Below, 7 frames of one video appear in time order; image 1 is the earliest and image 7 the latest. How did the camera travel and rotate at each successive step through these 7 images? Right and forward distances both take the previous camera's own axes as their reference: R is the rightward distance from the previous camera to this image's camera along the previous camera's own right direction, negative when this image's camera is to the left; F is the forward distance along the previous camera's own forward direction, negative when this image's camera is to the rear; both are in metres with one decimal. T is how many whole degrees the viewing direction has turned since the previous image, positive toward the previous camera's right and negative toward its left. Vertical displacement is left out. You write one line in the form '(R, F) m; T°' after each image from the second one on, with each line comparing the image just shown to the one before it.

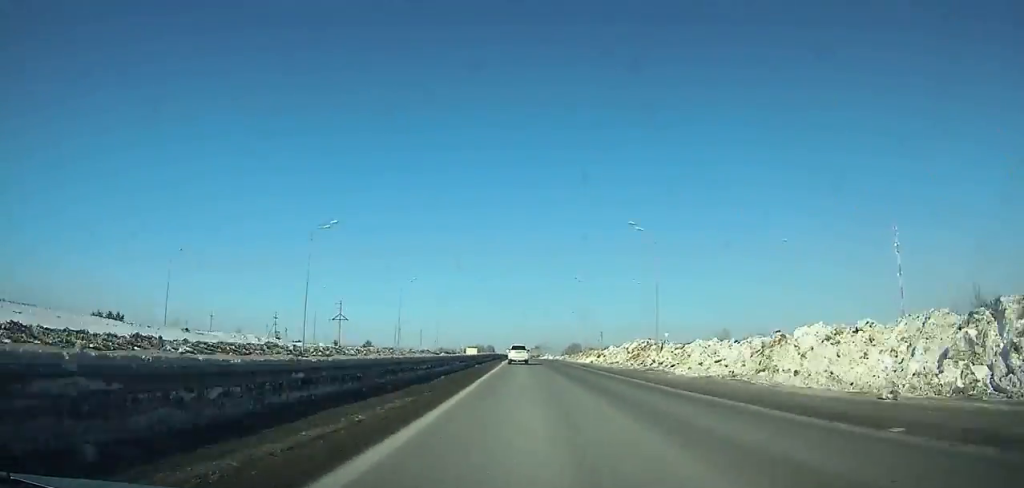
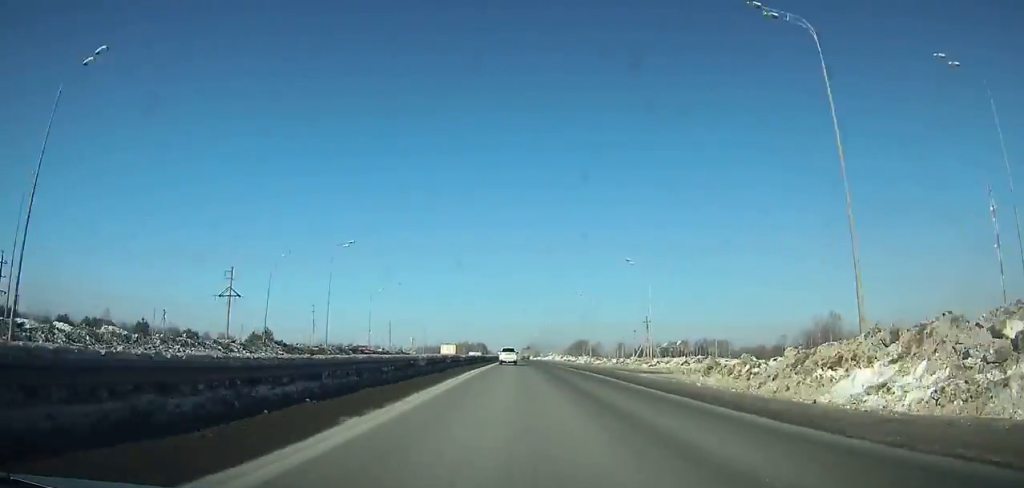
(+0.1, +80.8) m; 0°
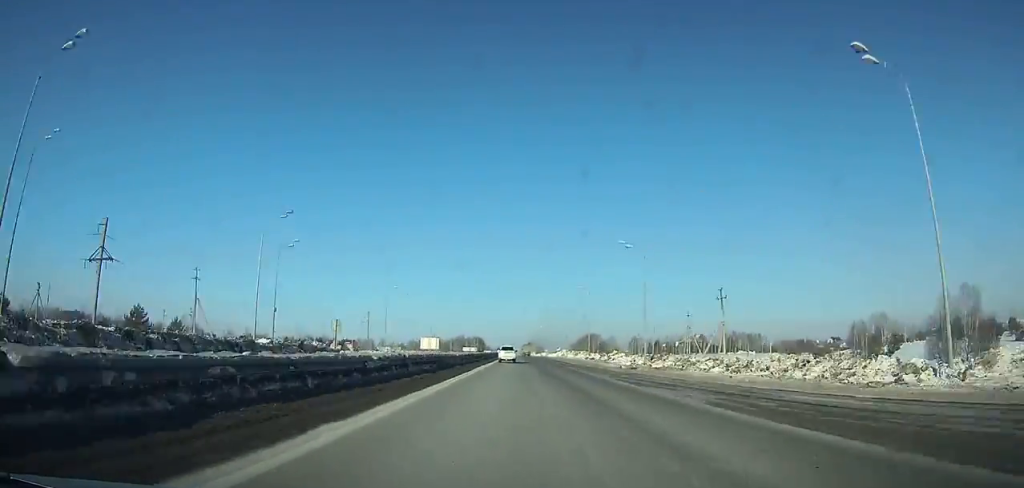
(0.0, +46.0) m; 0°
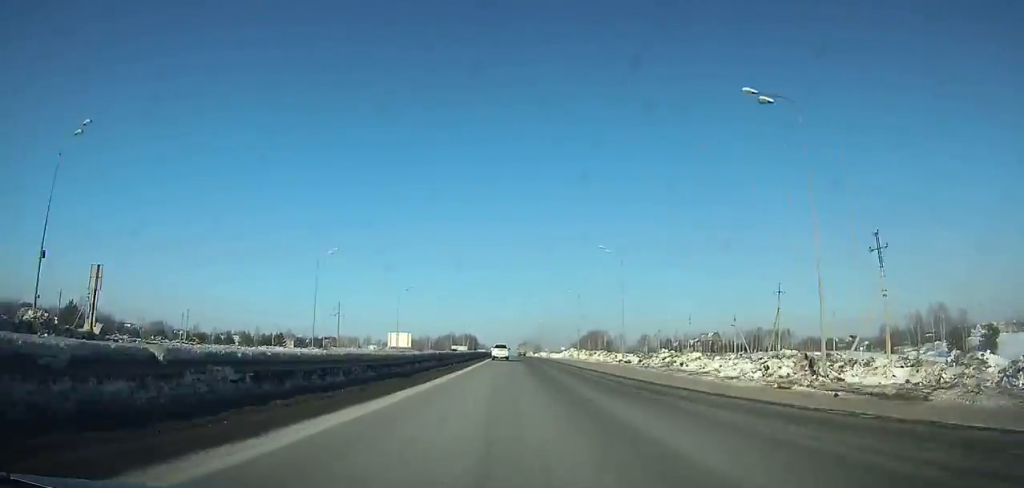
(+0.1, +39.3) m; 0°
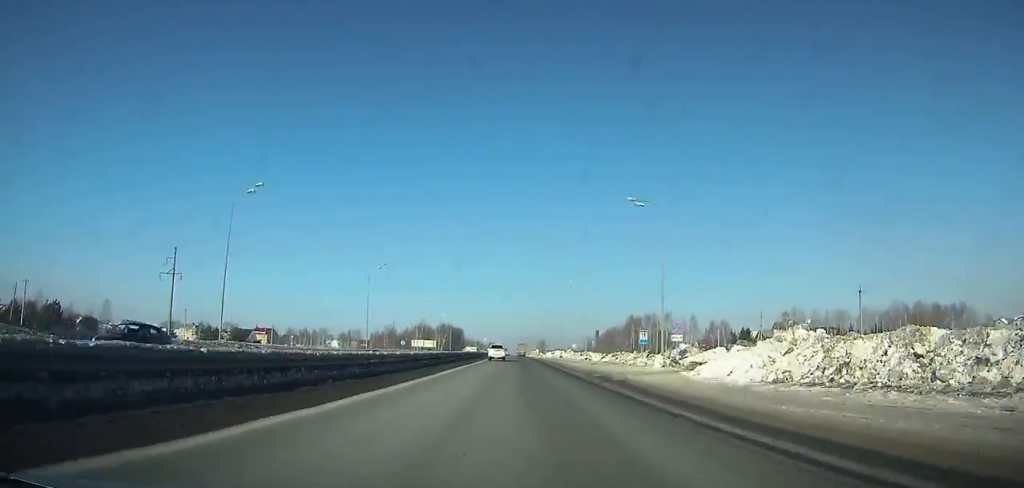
(0.0, +113.0) m; 0°
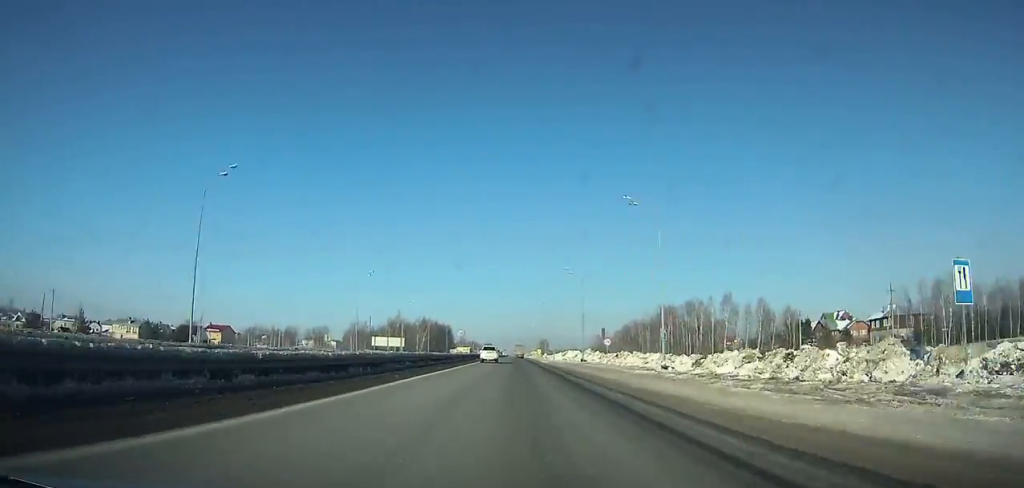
(0.0, +47.7) m; 0°
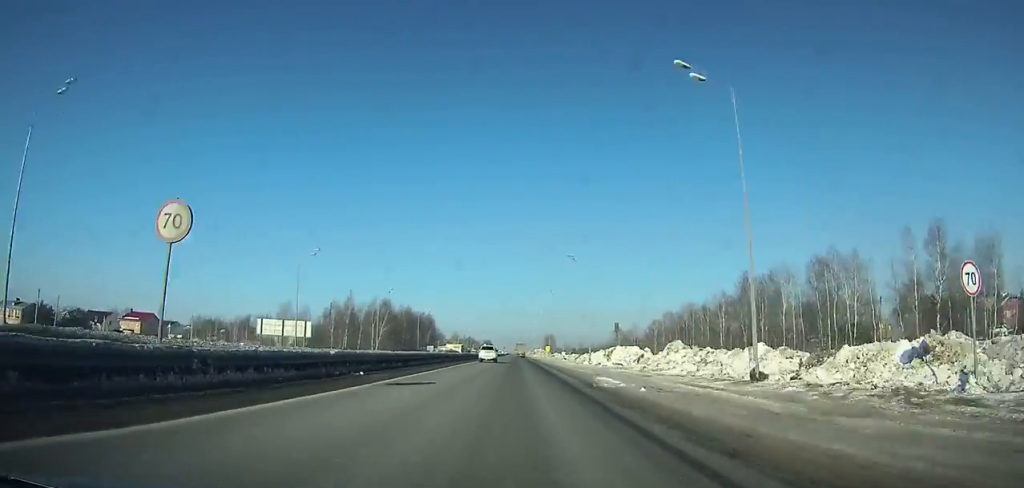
(-0.1, +62.7) m; 0°
